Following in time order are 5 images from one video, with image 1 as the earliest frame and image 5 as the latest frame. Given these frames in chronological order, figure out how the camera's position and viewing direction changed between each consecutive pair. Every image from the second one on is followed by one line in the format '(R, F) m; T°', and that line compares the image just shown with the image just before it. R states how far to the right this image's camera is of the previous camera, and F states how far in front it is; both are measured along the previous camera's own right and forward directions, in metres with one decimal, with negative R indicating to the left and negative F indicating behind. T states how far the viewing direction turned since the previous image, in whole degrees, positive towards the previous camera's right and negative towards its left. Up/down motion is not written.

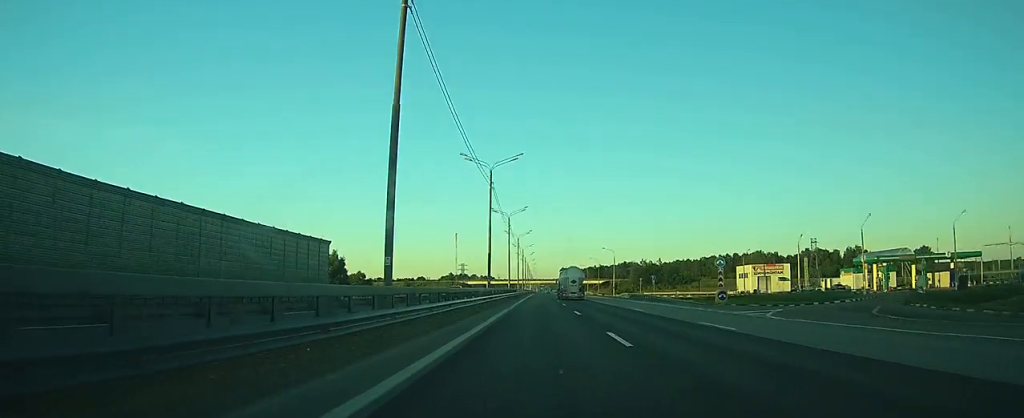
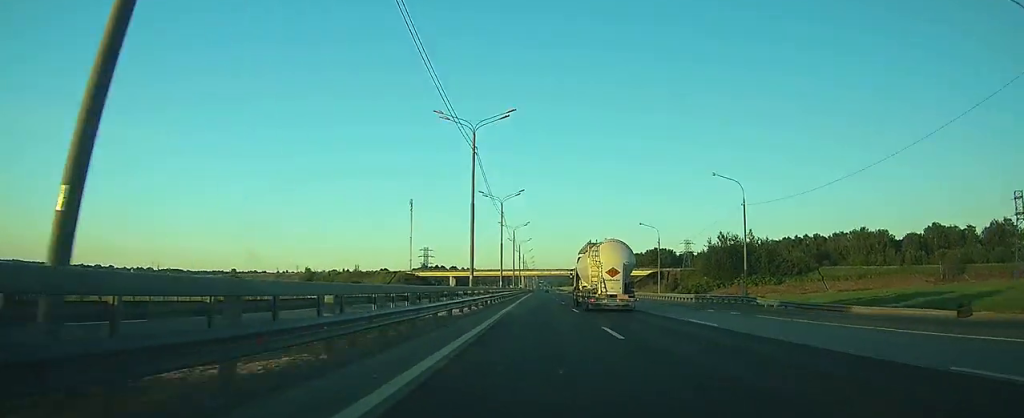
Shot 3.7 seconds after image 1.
(-0.1, +126.3) m; 0°
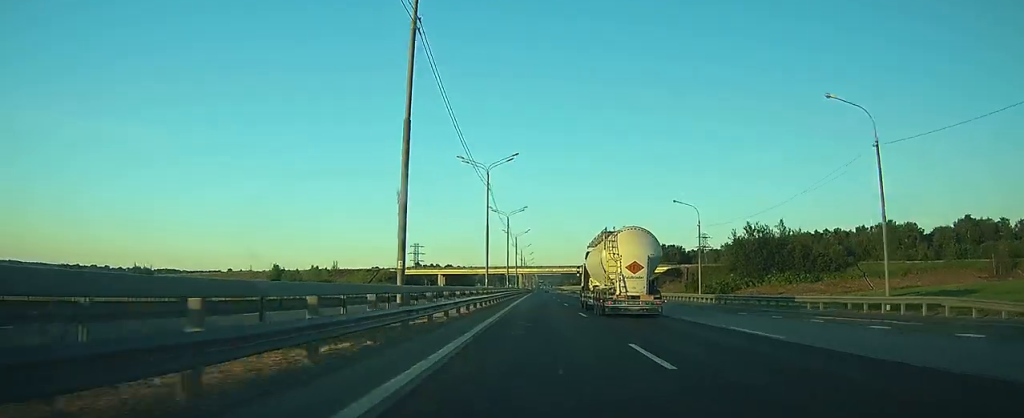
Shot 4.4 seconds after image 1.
(0.0, +21.6) m; 0°
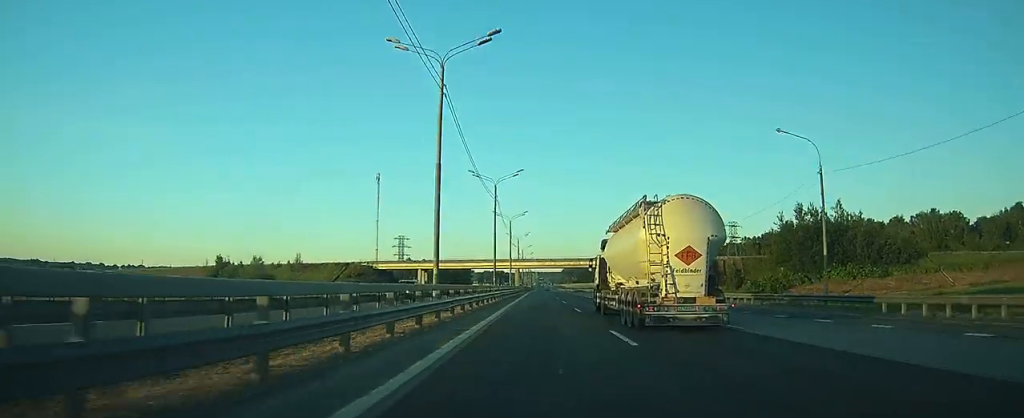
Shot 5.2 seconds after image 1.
(0.0, +28.5) m; 0°
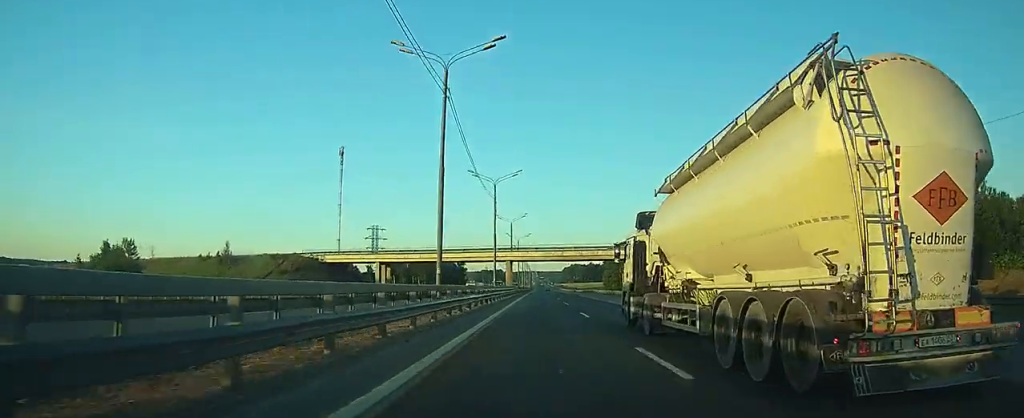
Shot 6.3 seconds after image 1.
(+0.2, +36.6) m; 0°
